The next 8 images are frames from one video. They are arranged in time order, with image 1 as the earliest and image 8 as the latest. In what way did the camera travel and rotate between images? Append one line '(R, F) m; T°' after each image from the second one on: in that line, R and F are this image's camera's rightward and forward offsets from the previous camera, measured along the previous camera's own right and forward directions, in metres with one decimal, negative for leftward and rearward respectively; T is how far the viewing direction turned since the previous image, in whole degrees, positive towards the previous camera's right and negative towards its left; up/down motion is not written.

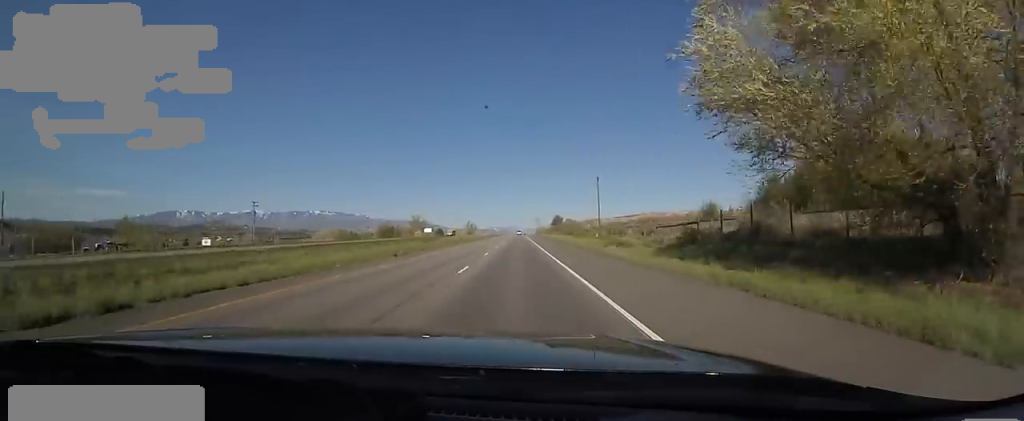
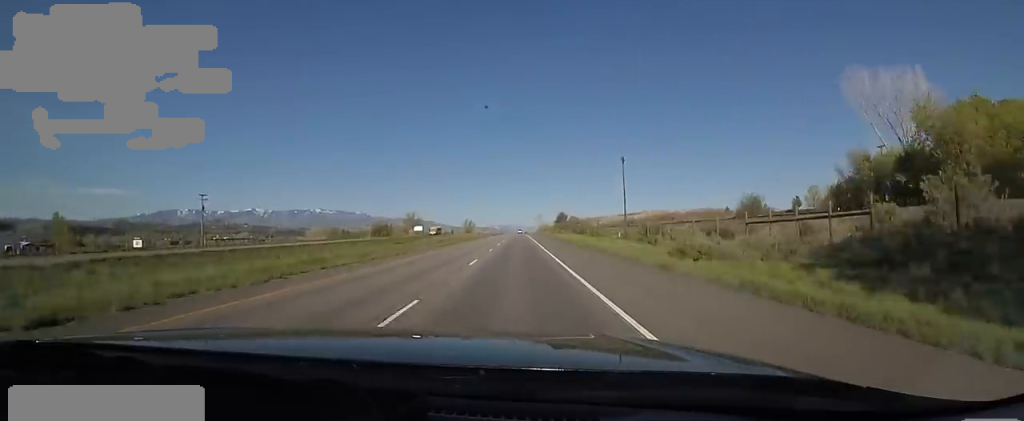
(+0.8, +21.1) m; 0°
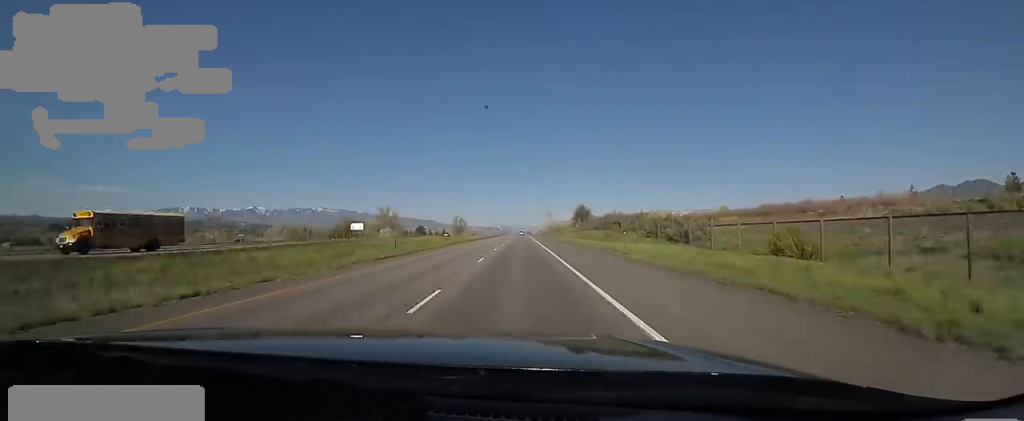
(+0.1, +71.2) m; +1°
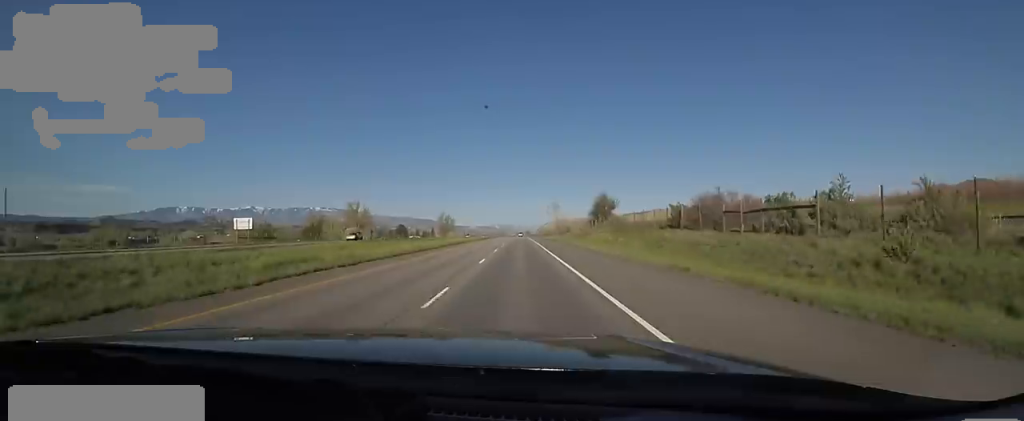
(+0.5, +47.8) m; -1°
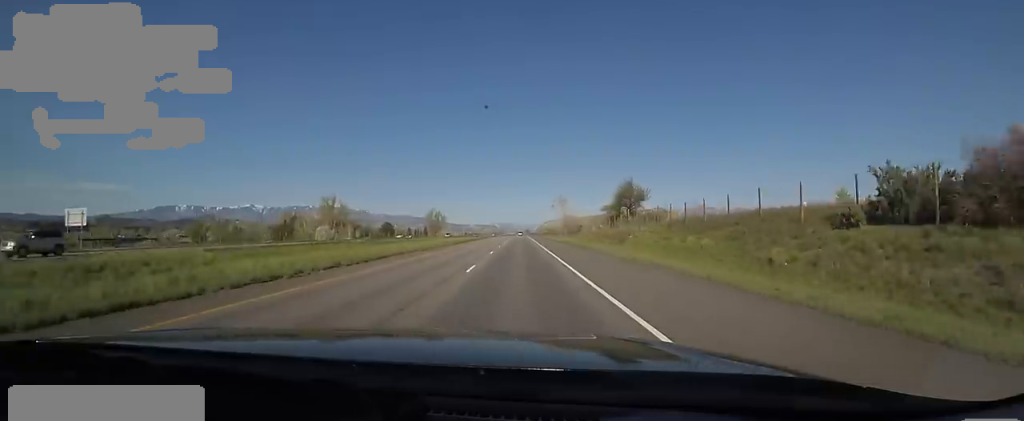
(-1.3, +29.0) m; 0°
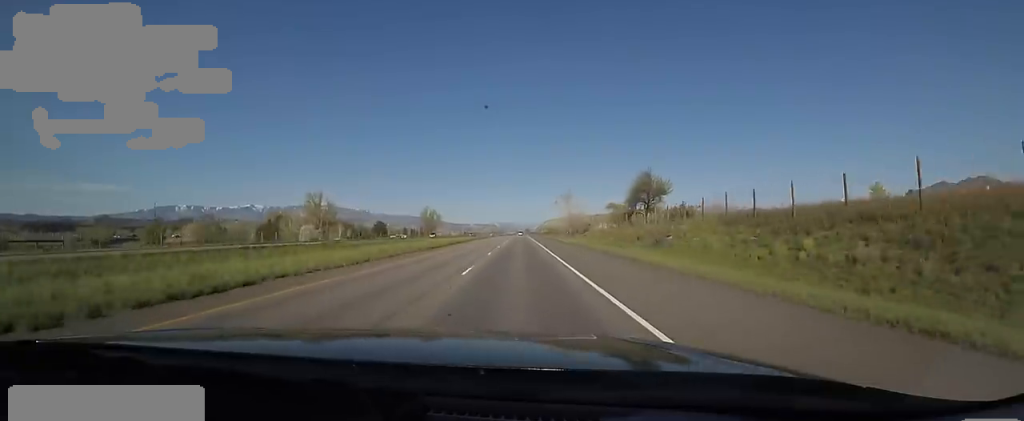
(+0.4, +13.3) m; 0°
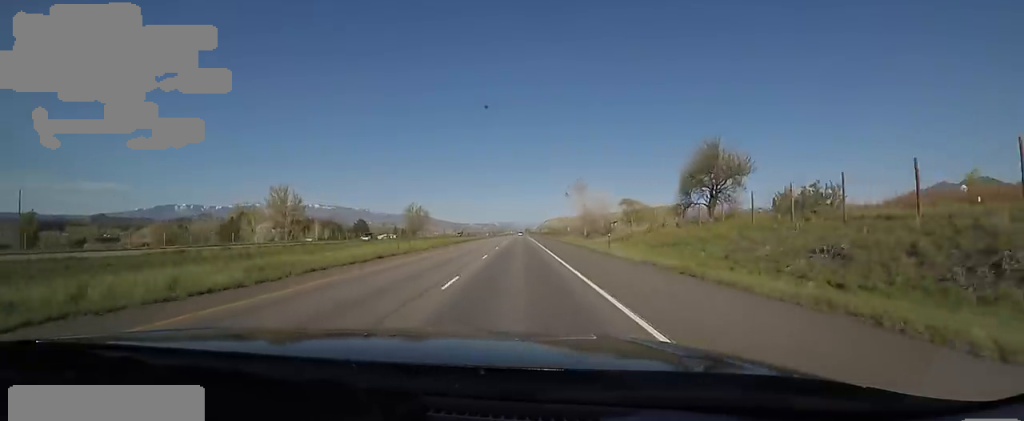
(+0.4, +27.8) m; 0°
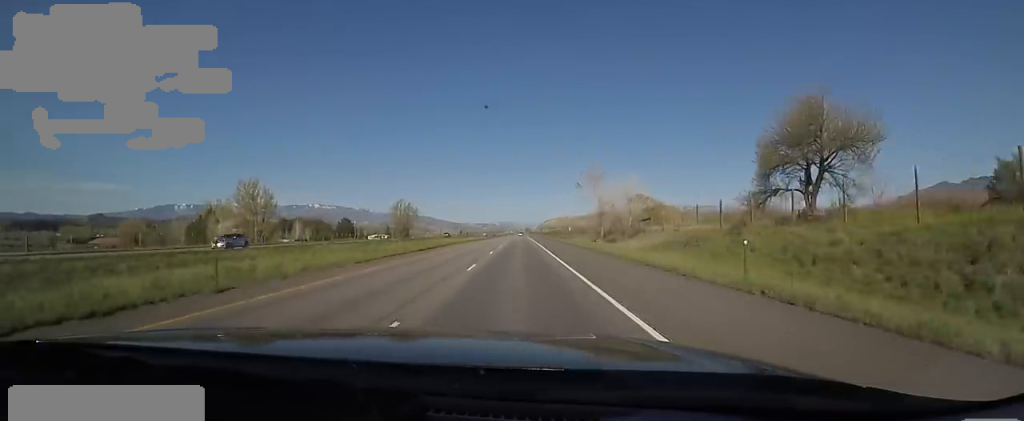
(-0.7, +19.0) m; 0°
